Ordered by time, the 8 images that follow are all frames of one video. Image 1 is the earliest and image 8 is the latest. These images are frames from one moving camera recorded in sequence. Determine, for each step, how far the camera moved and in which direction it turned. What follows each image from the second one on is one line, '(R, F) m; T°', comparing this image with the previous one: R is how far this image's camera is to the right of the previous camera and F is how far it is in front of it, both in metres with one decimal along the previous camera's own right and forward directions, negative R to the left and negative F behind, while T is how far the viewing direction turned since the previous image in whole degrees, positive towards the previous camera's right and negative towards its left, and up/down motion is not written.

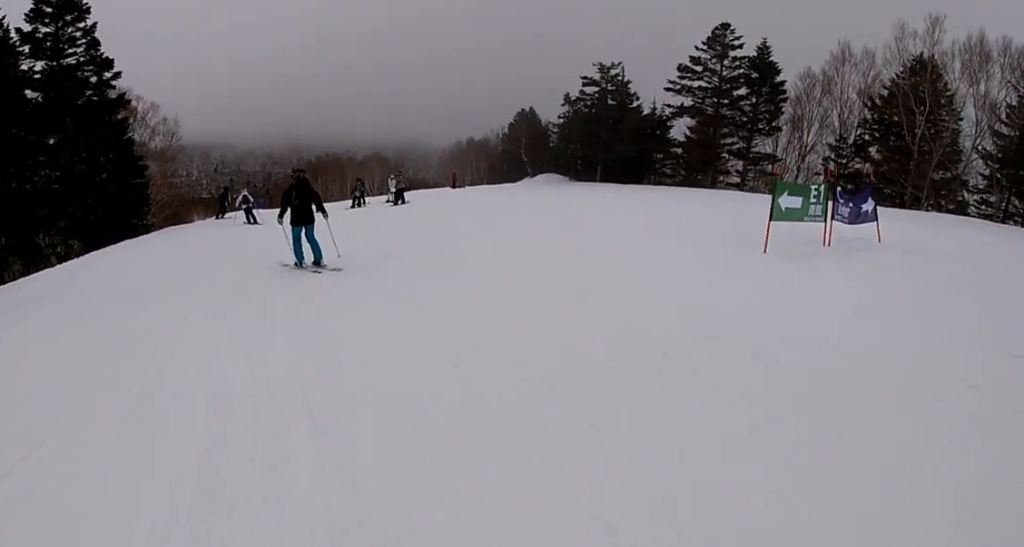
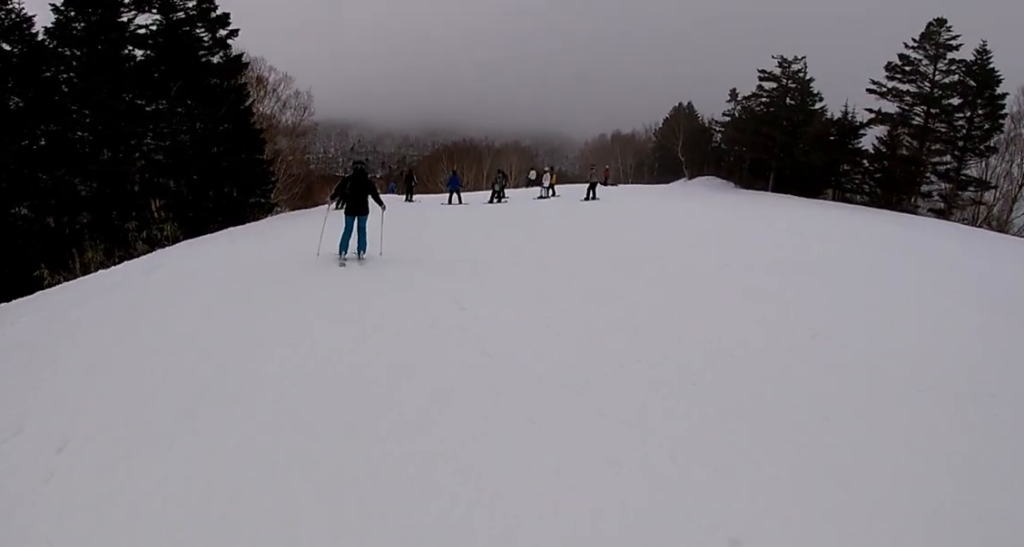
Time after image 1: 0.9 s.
(-0.1, +4.7) m; -2°
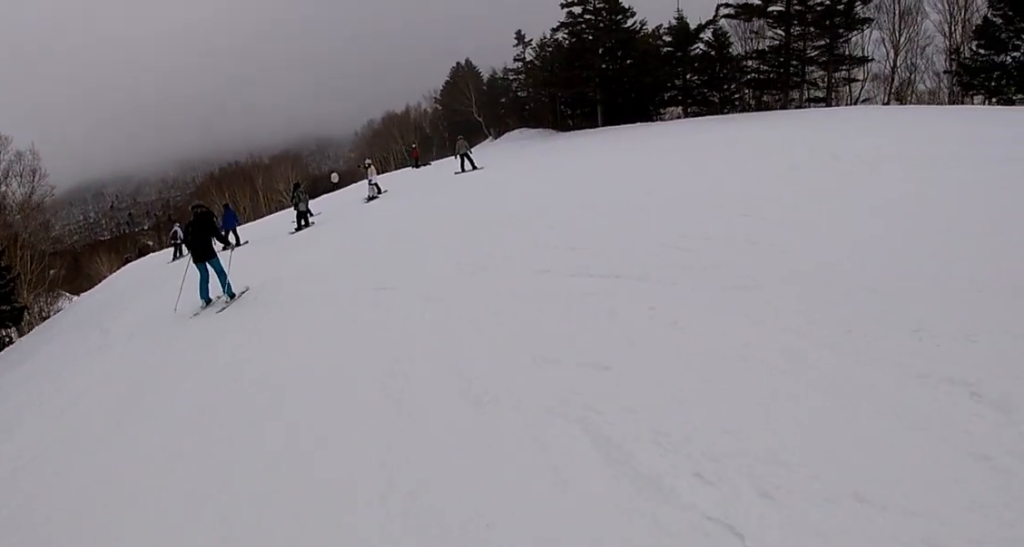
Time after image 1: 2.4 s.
(+0.2, +8.6) m; +5°
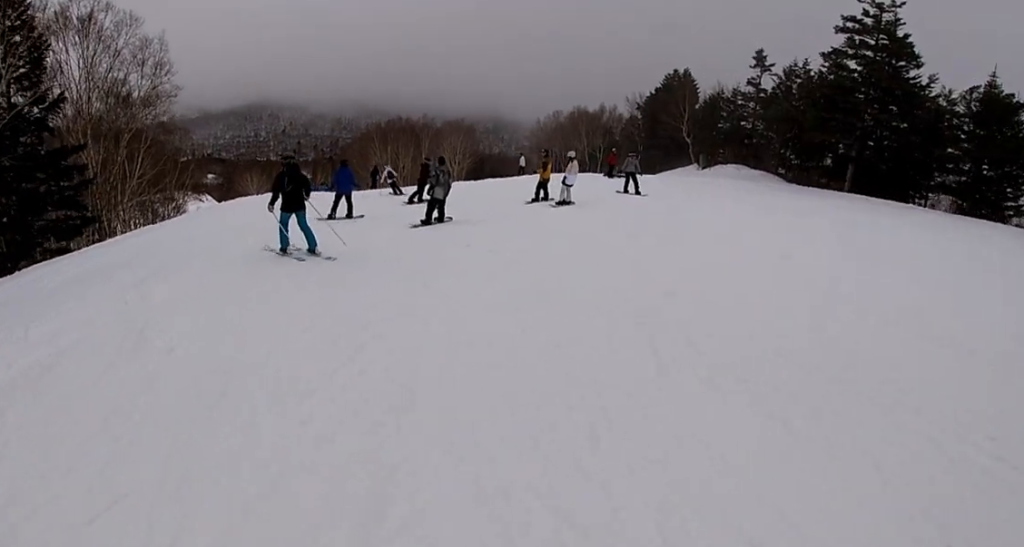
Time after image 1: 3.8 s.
(-0.3, +7.8) m; -8°
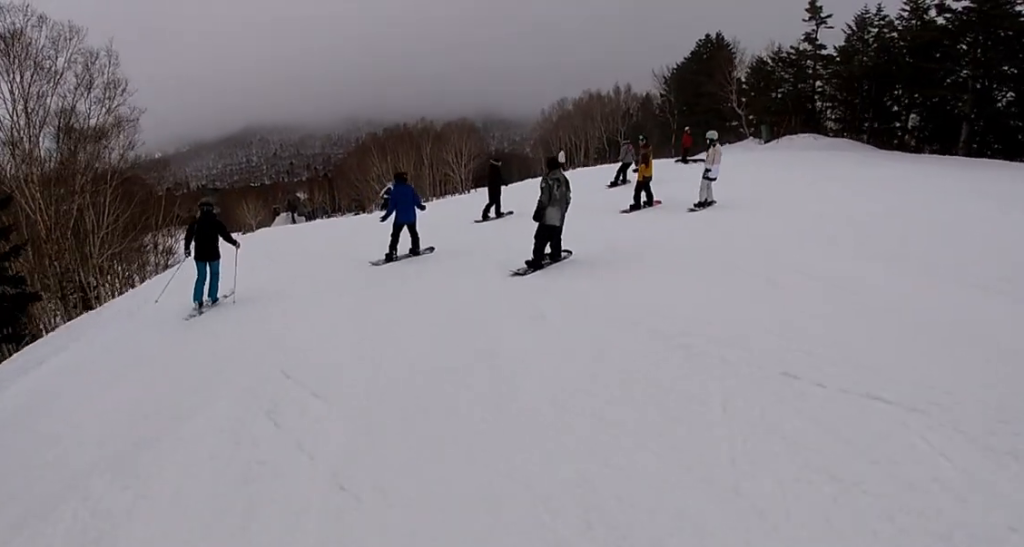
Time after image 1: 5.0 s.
(-0.2, +6.9) m; +1°
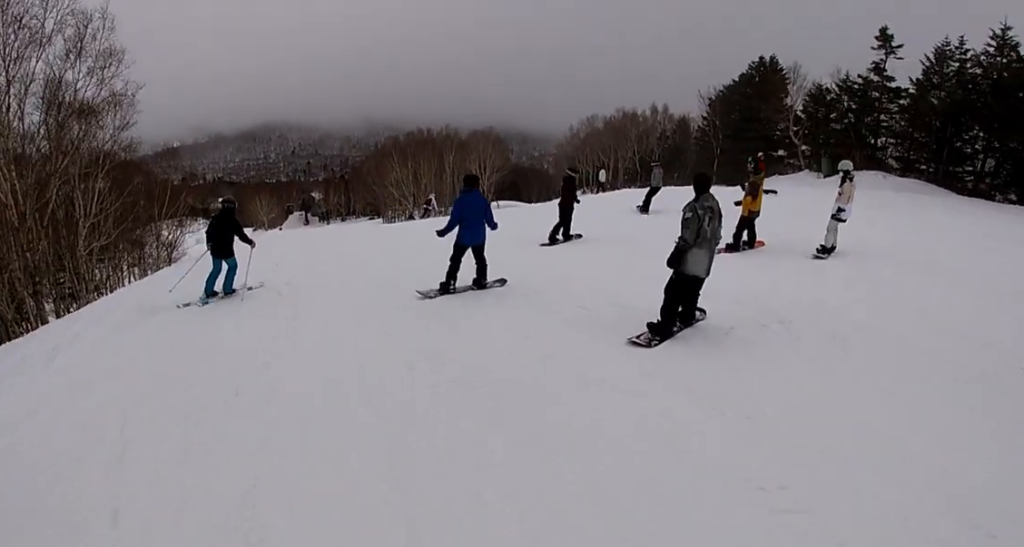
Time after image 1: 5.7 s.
(+0.1, +3.4) m; +4°
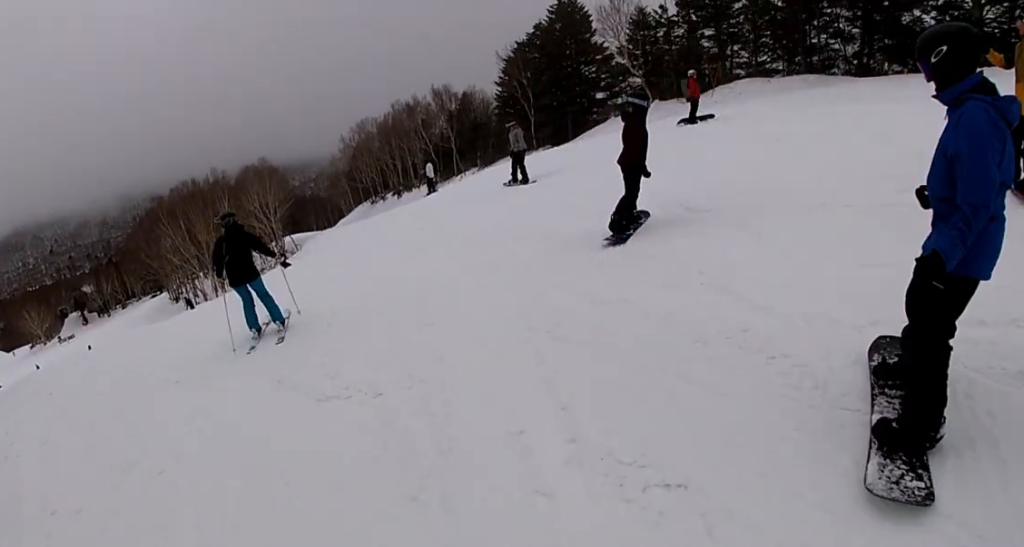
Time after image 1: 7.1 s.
(+0.7, +7.3) m; +5°
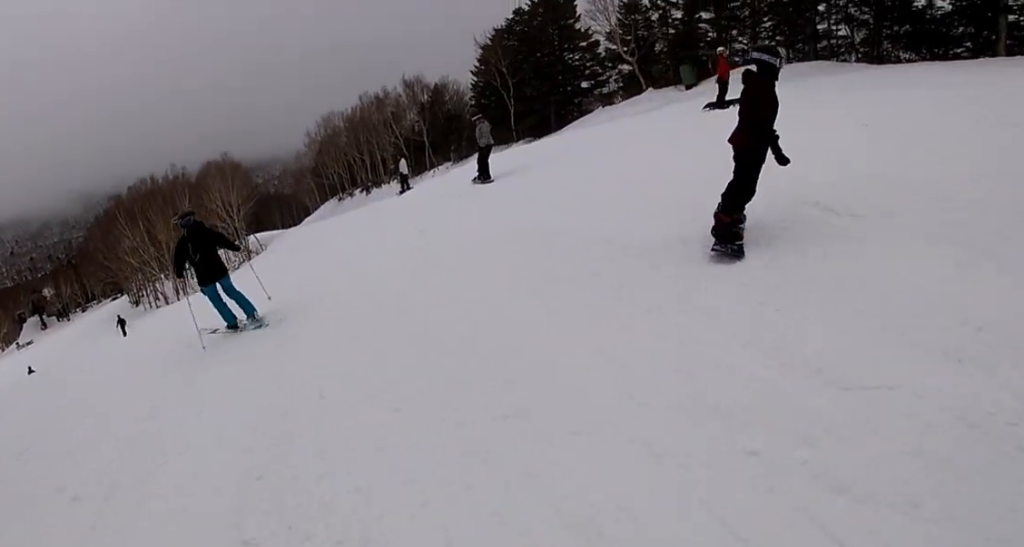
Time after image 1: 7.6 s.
(-0.1, +2.4) m; -4°
